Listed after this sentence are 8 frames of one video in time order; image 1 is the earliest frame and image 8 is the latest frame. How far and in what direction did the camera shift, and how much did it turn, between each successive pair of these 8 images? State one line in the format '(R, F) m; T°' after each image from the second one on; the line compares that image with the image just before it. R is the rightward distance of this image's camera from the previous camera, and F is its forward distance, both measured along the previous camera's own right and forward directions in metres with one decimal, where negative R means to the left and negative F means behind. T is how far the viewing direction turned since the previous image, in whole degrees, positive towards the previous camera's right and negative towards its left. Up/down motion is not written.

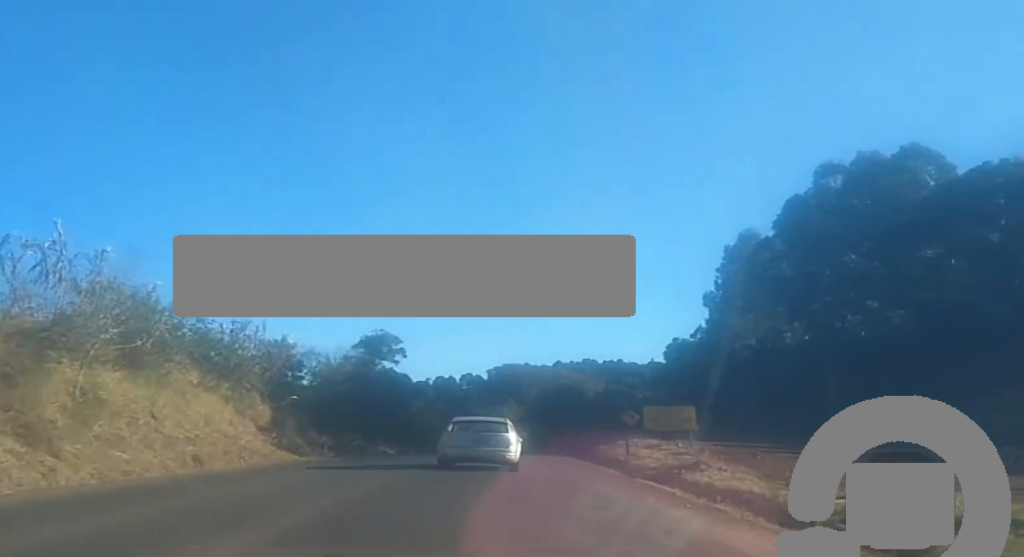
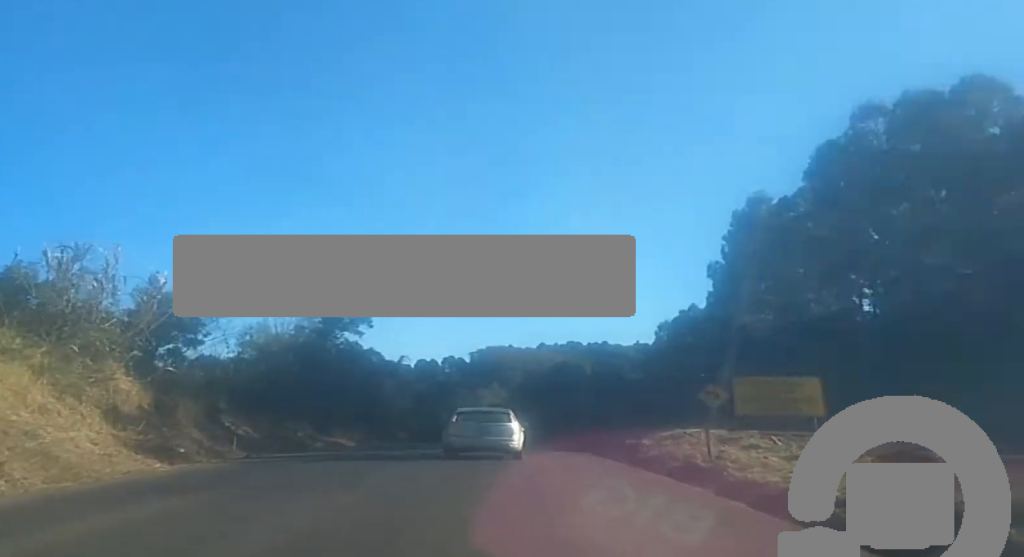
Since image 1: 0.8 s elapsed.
(+0.2, +14.8) m; +2°
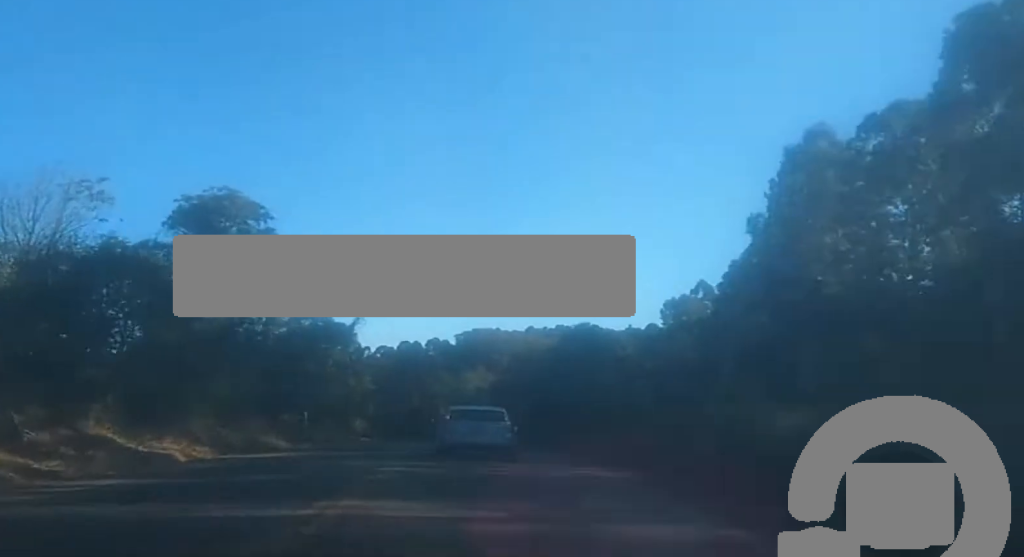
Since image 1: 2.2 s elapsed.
(+0.2, +27.9) m; 0°
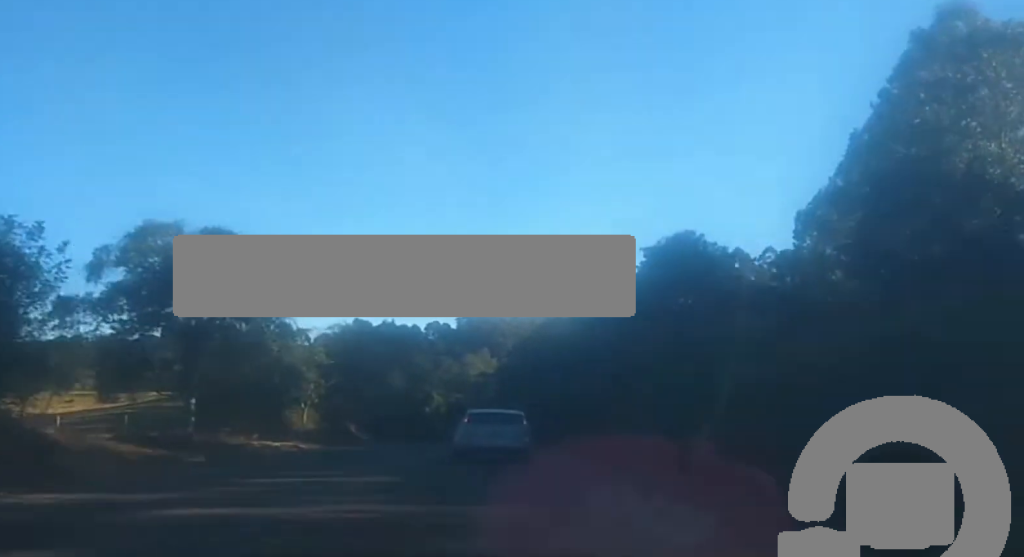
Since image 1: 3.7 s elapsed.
(+0.1, +30.1) m; 0°
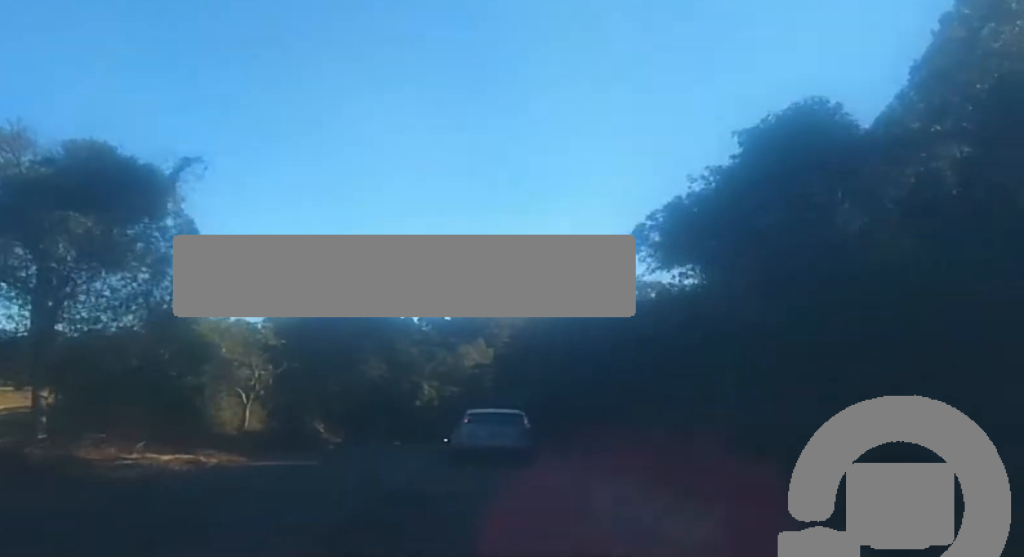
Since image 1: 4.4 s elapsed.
(-0.1, +13.9) m; 0°
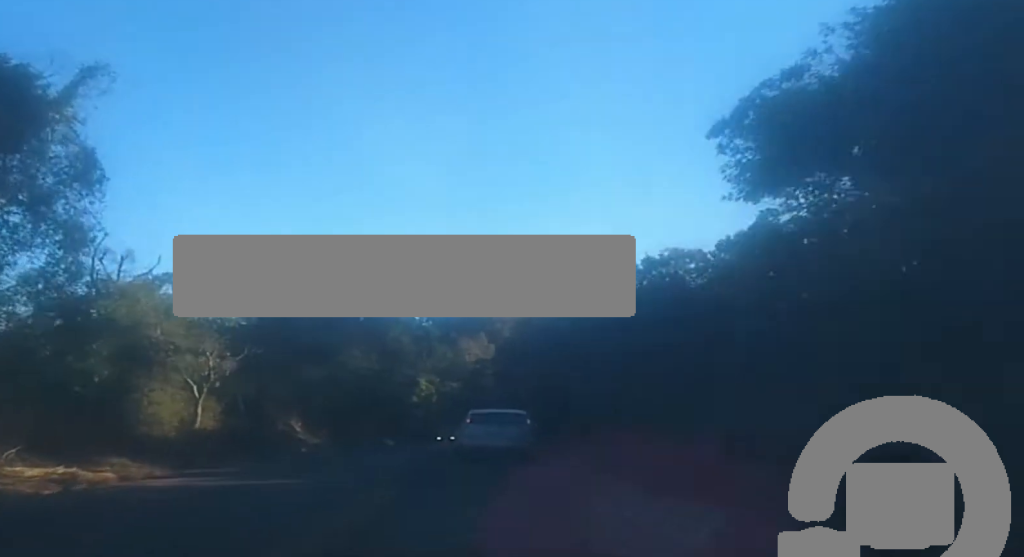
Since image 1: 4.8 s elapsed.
(0.0, +7.9) m; 0°
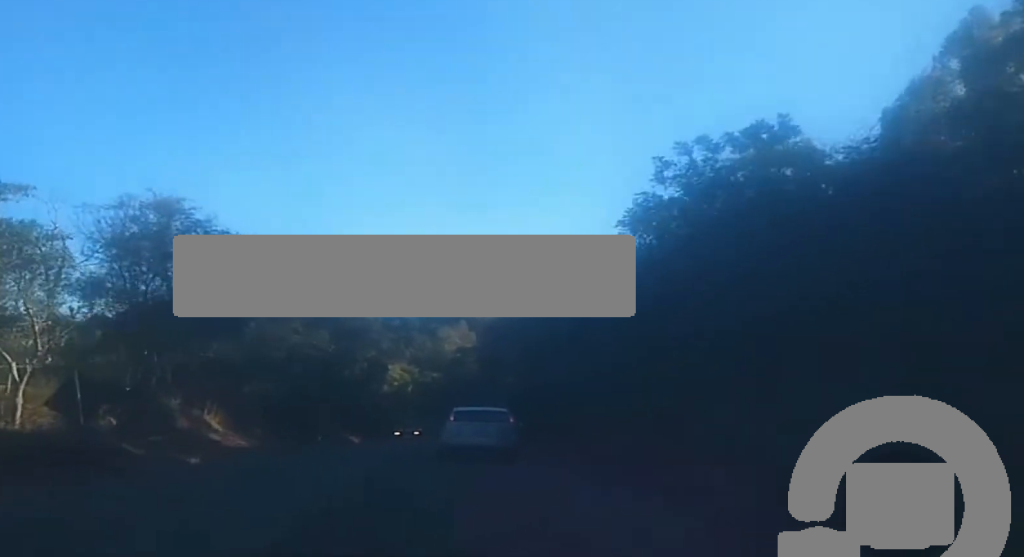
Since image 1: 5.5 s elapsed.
(0.0, +13.9) m; 0°
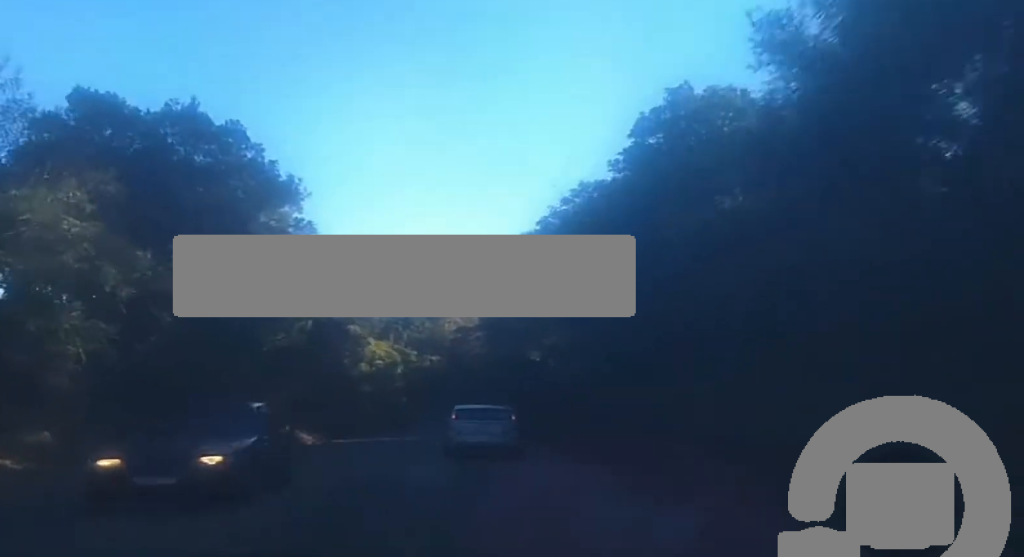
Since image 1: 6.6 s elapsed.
(-0.1, +23.4) m; +1°
